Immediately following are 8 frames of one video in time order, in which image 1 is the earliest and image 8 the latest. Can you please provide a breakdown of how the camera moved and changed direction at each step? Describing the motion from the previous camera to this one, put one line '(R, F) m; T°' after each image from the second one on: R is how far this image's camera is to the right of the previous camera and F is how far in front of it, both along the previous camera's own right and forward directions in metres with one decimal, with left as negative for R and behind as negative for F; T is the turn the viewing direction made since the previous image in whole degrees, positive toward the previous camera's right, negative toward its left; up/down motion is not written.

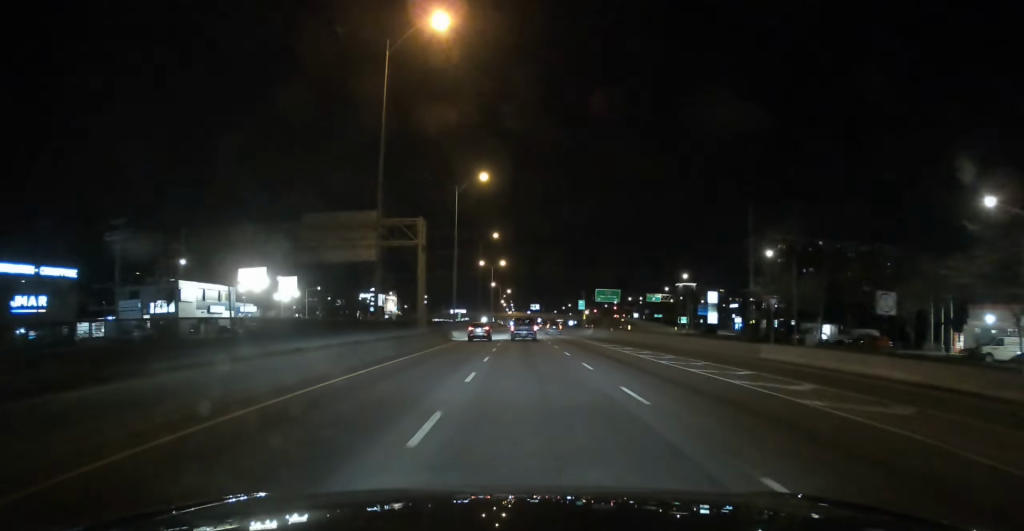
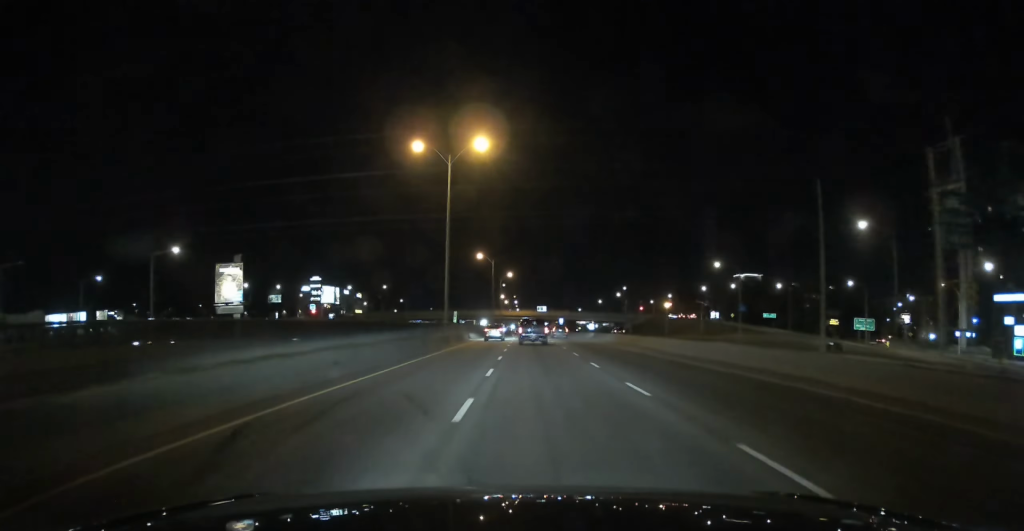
(-0.3, +115.8) m; 0°
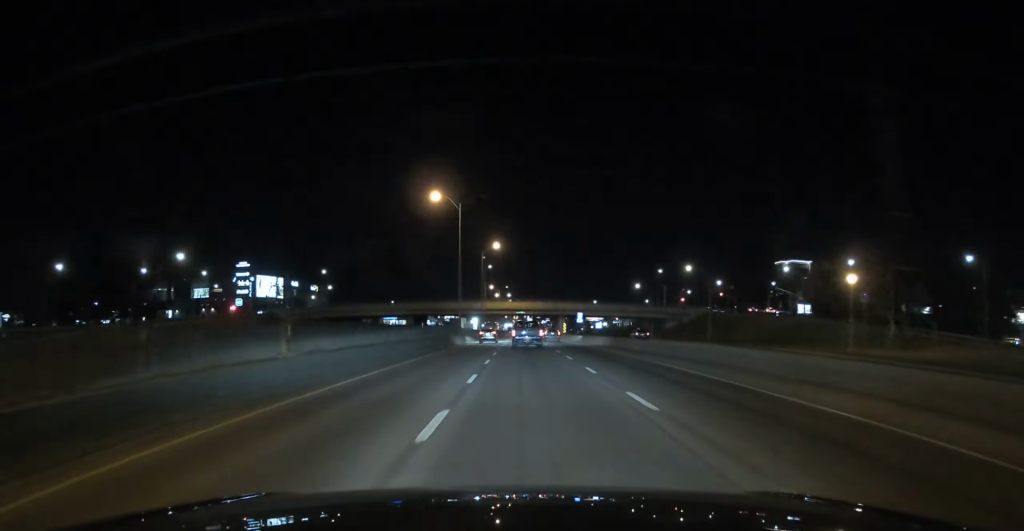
(-0.1, +65.6) m; 0°
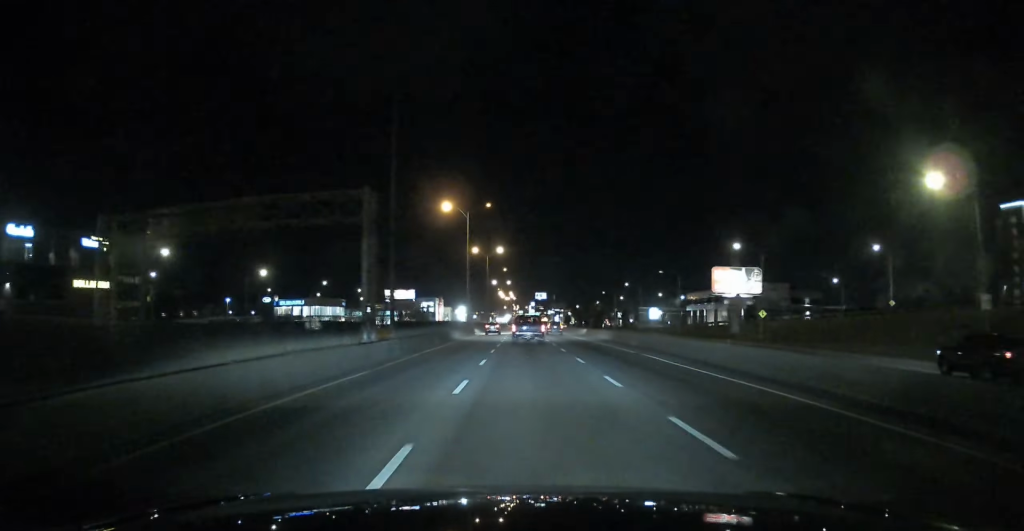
(+0.7, +144.7) m; 0°
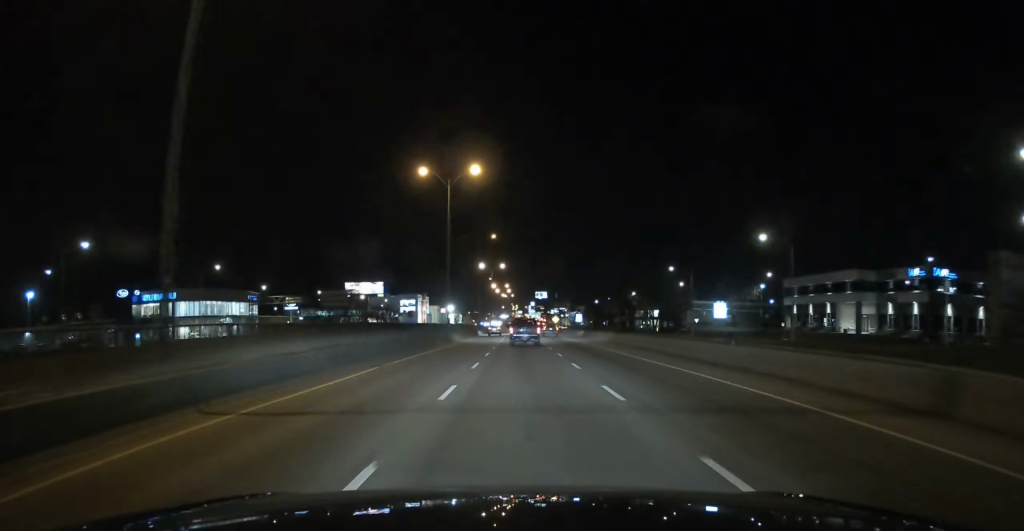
(-0.1, +73.3) m; 0°
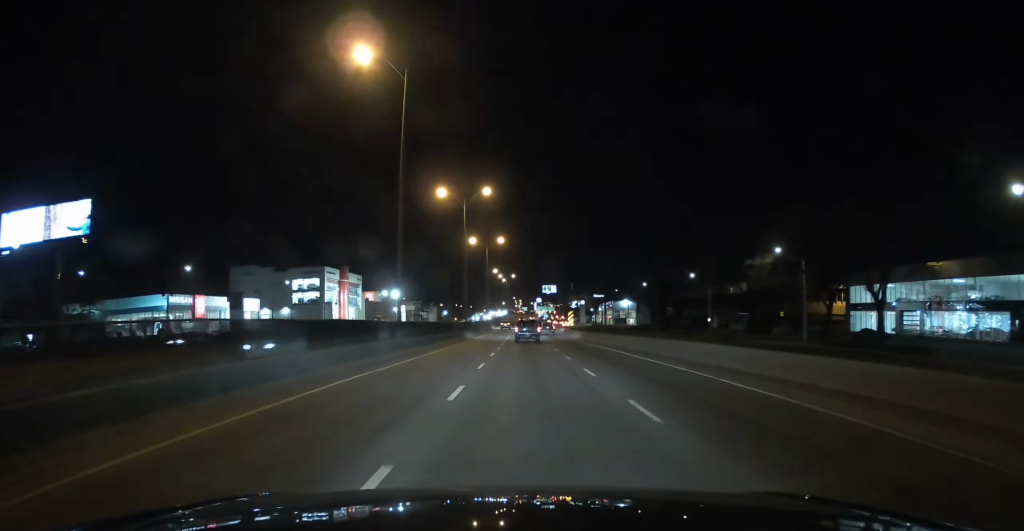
(-0.3, +185.9) m; 0°
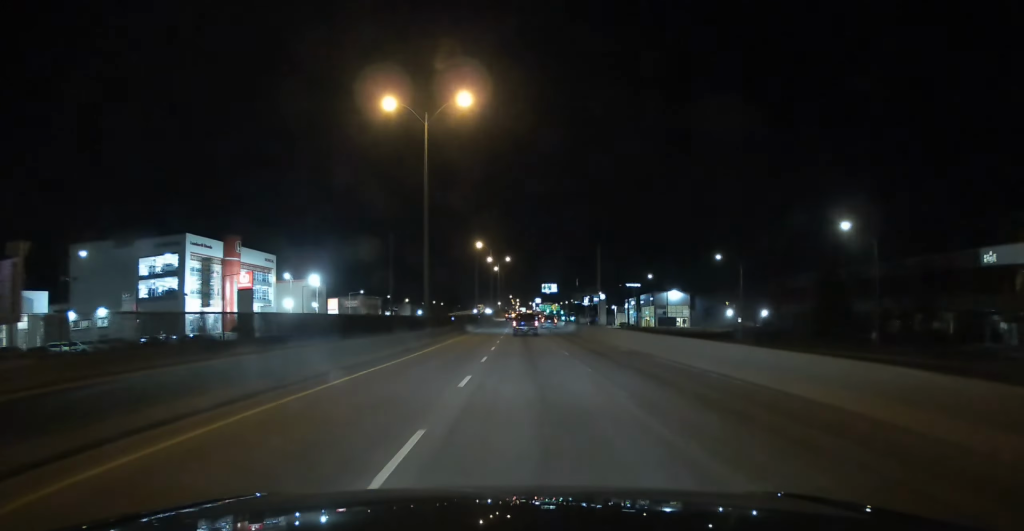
(0.0, +80.8) m; 0°
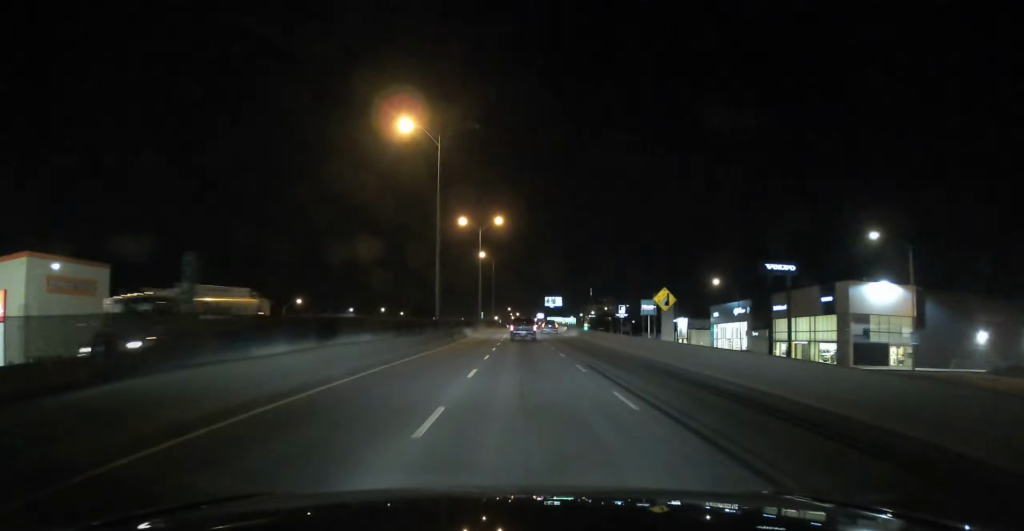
(+0.1, +97.9) m; 0°
